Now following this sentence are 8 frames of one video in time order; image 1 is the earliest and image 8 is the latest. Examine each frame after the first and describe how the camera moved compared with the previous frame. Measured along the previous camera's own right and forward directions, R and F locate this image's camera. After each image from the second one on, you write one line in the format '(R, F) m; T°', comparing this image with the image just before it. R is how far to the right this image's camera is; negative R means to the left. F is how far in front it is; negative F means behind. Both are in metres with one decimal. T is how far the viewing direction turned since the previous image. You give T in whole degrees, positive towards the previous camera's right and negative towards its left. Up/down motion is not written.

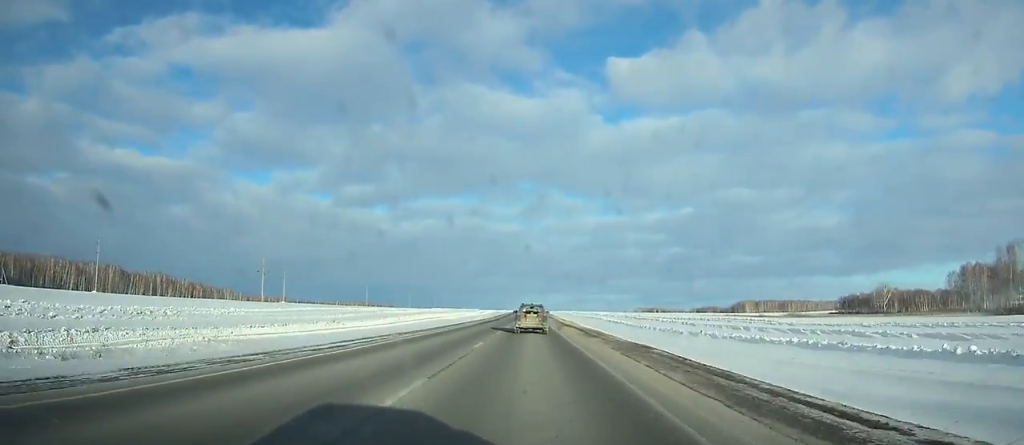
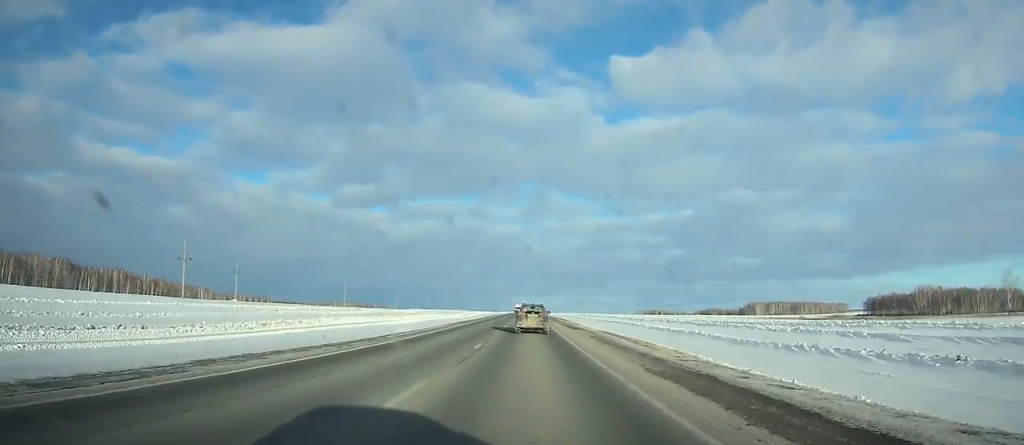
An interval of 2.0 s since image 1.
(0.0, +59.1) m; 0°
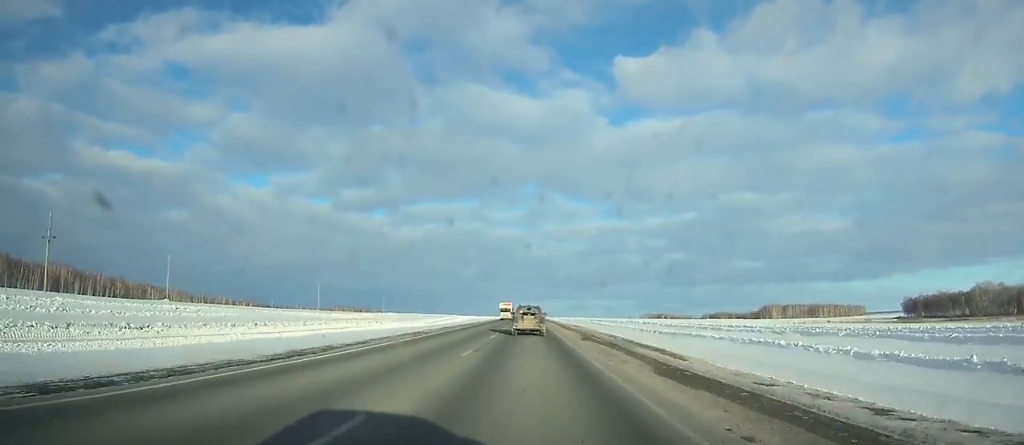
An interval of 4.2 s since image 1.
(0.0, +65.0) m; 0°
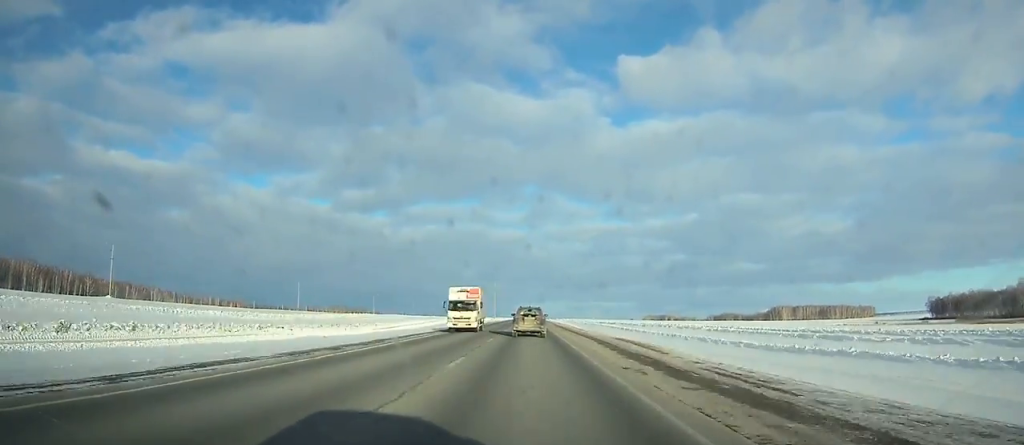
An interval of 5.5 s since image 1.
(-0.1, +38.3) m; 0°
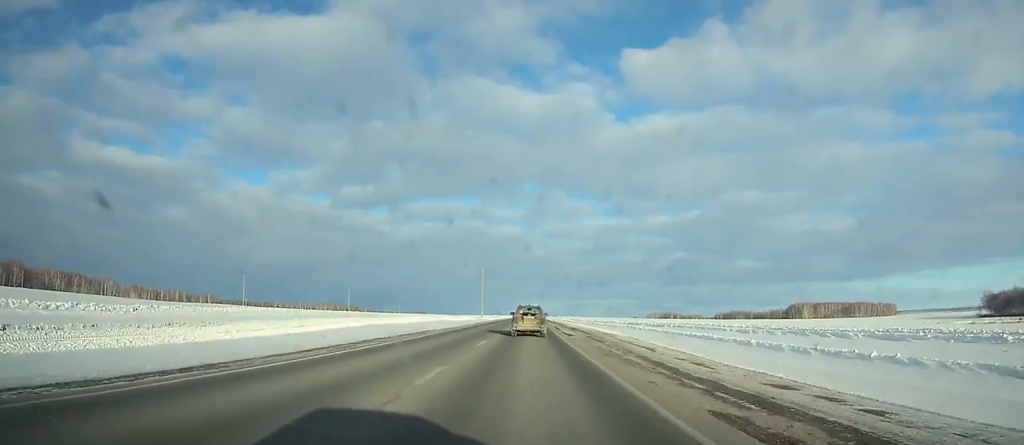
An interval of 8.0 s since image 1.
(0.0, +73.7) m; 0°
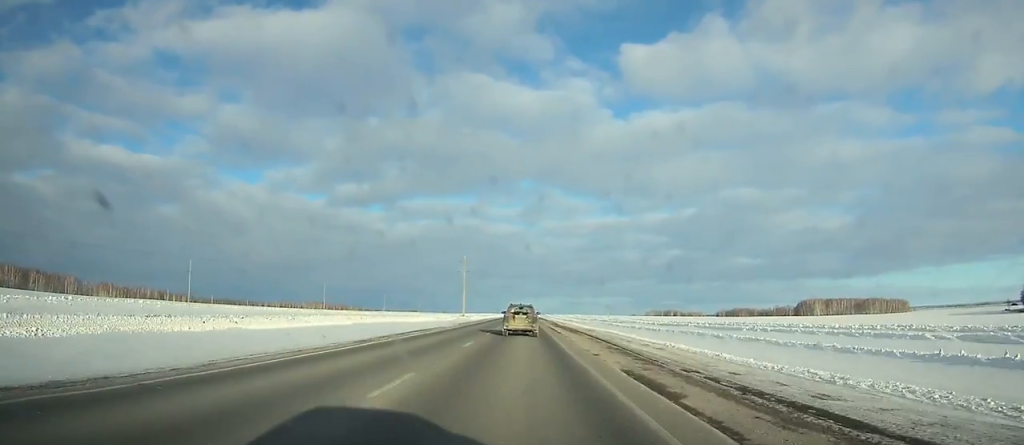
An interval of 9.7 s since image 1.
(0.0, +50.1) m; 0°
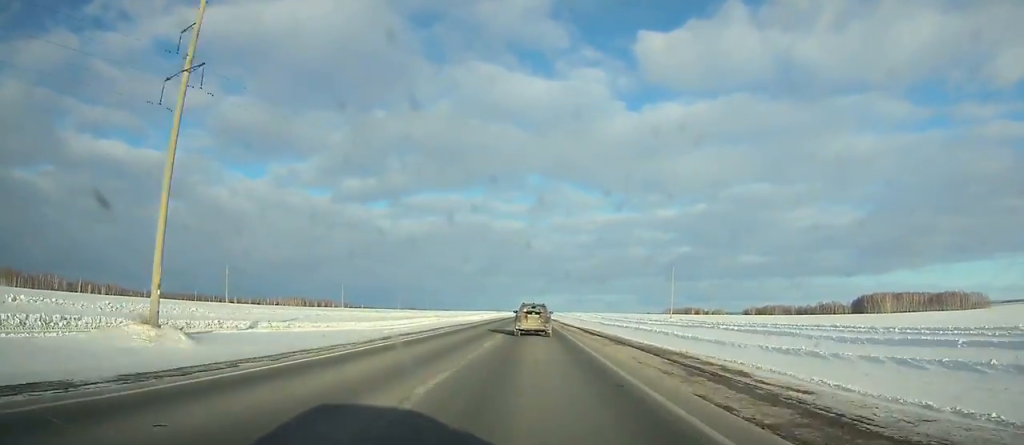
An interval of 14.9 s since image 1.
(-0.1, +153.9) m; 0°
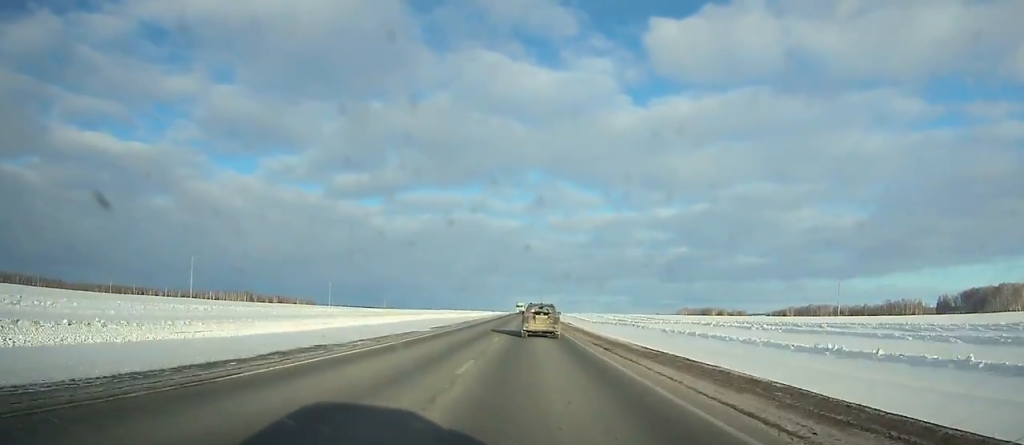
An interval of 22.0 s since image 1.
(+0.8, +212.8) m; +1°
